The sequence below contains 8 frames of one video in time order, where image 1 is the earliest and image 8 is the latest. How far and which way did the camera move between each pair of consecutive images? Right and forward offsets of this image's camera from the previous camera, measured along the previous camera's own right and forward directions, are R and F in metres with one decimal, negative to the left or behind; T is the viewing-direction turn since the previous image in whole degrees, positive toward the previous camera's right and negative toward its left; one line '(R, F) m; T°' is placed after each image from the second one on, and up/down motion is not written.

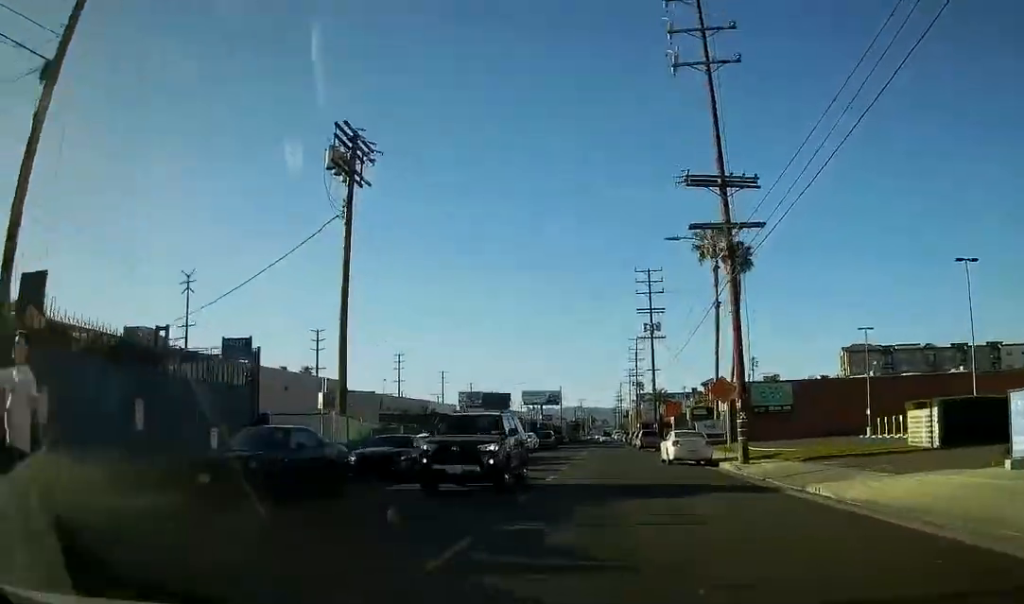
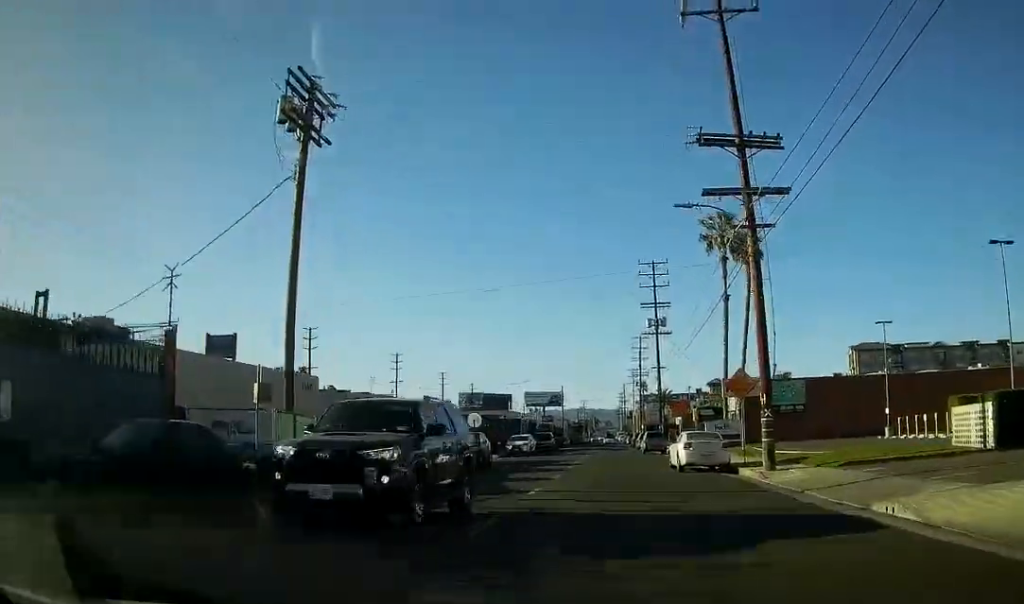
(0.0, +4.4) m; 0°
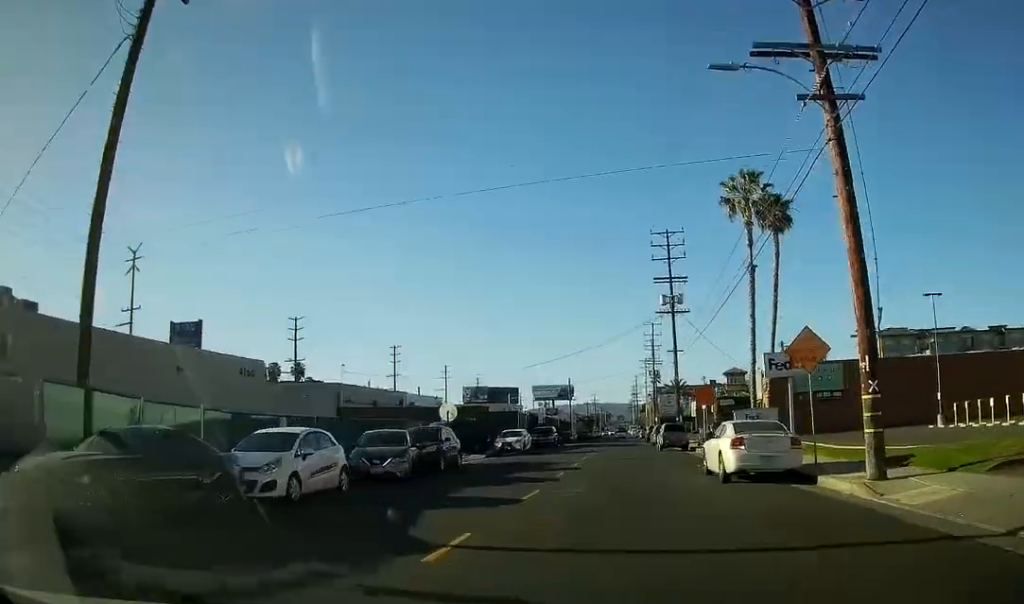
(0.0, +9.7) m; +1°
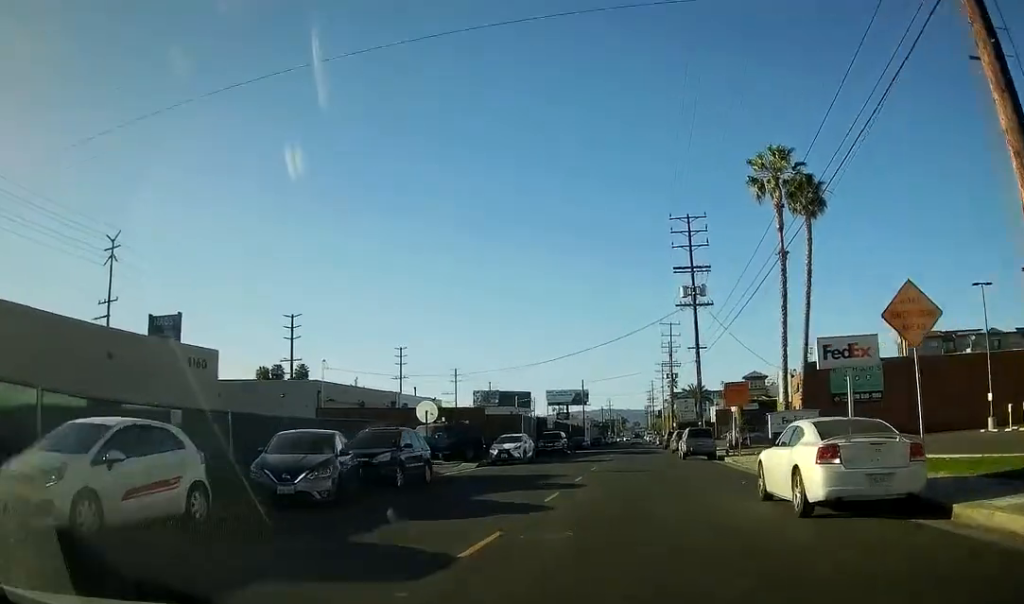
(+0.1, +6.8) m; +1°
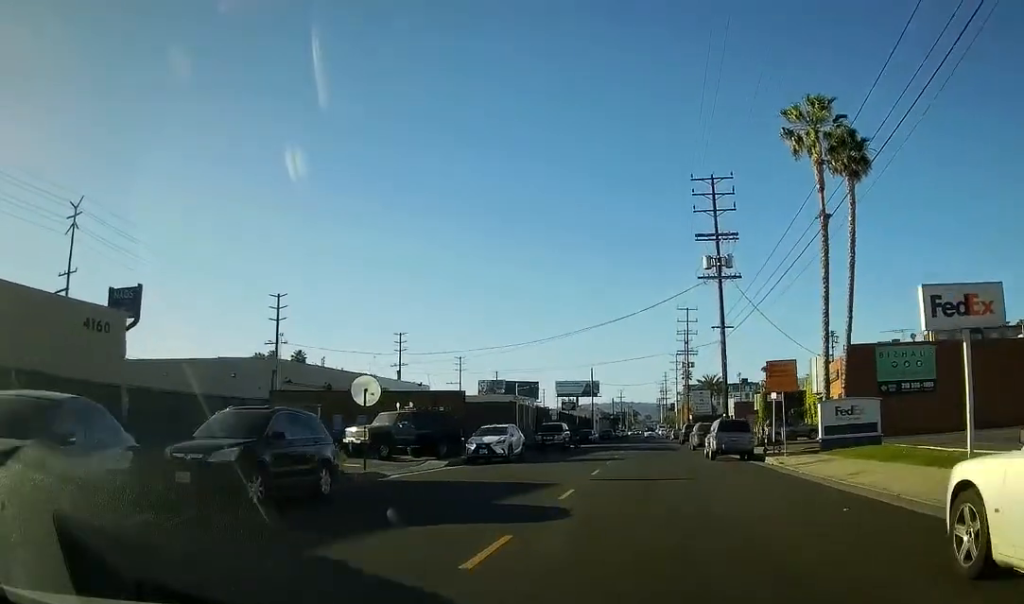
(+0.2, +8.5) m; 0°
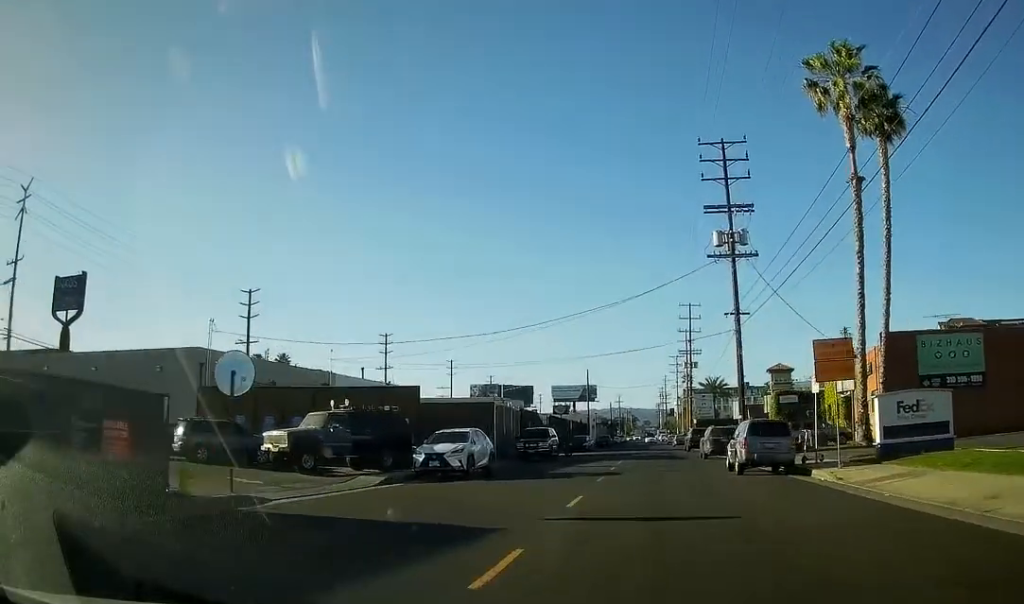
(-0.1, +7.5) m; -3°
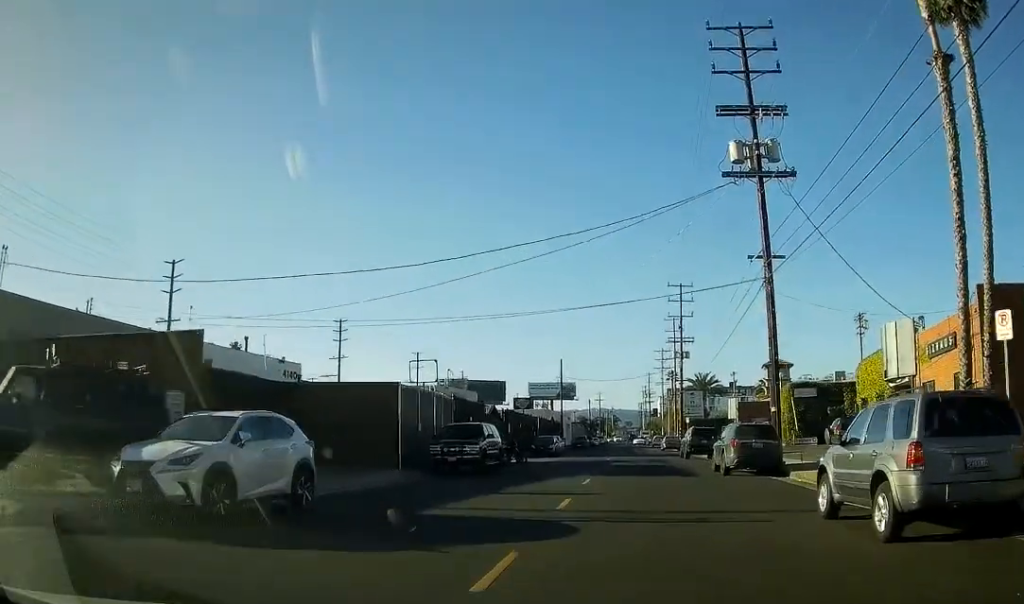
(-0.5, +14.4) m; -2°
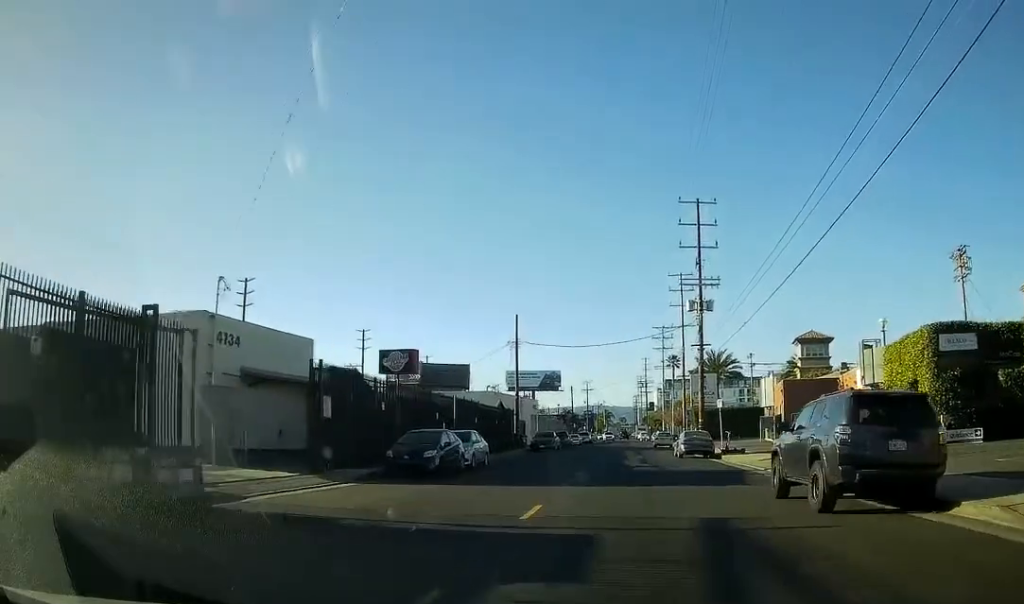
(+0.2, +31.6) m; +2°
